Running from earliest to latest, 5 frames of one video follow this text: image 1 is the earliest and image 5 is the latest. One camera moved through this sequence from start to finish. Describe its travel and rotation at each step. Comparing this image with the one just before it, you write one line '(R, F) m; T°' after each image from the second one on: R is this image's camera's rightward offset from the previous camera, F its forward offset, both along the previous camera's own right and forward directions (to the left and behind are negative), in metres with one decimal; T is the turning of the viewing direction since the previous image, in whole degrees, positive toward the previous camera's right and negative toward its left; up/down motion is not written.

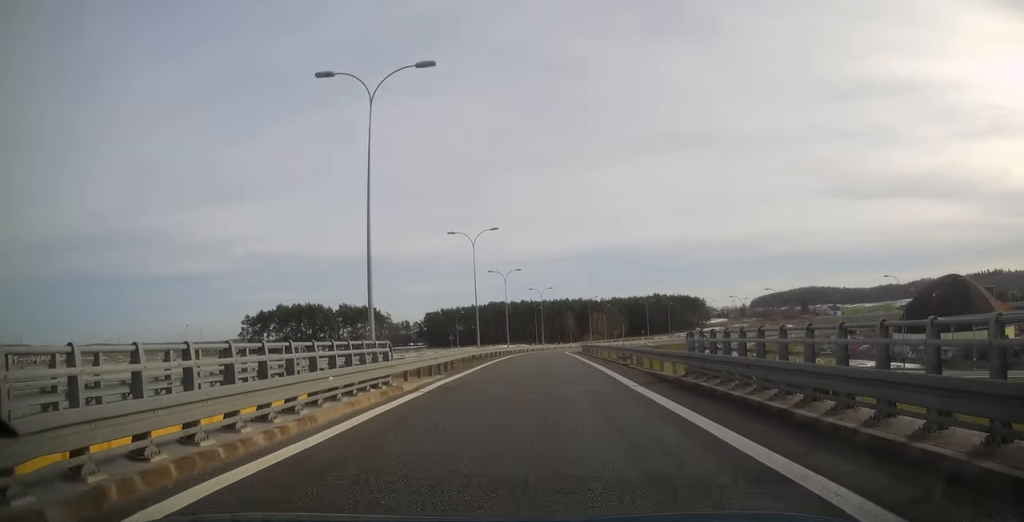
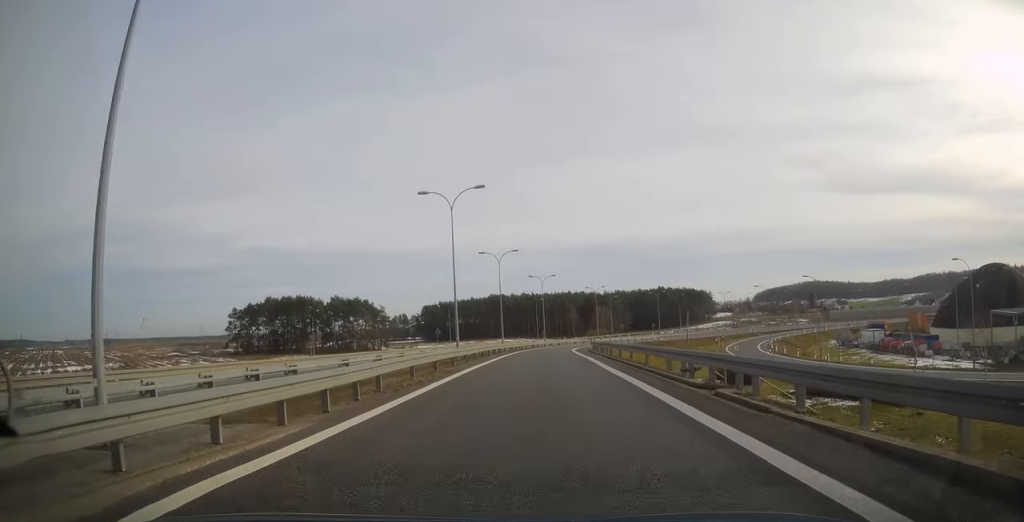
(+0.2, +12.6) m; 0°
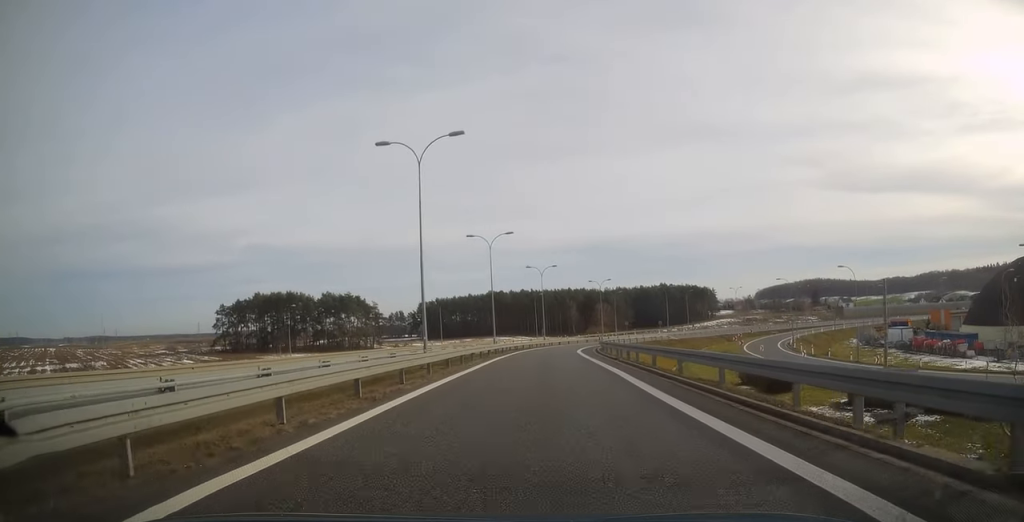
(0.0, +9.7) m; -1°
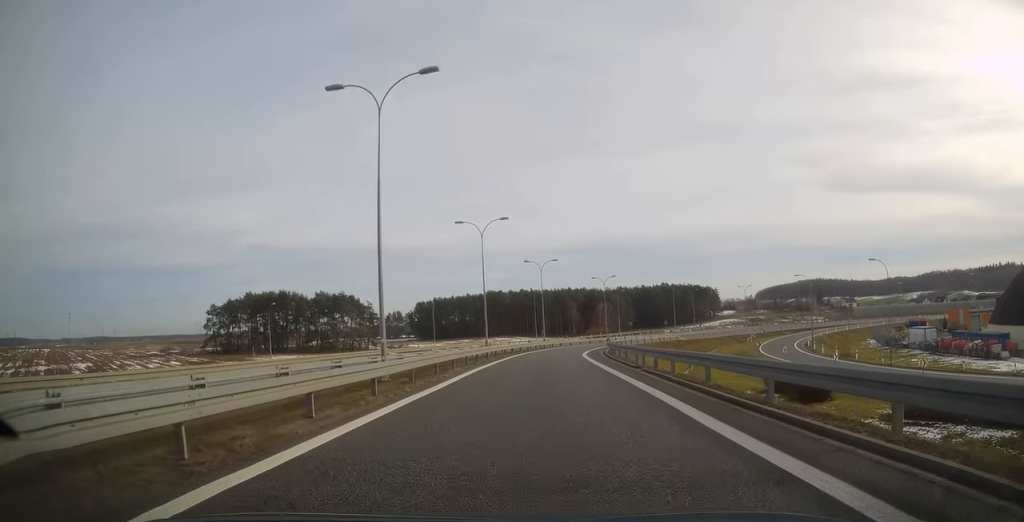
(-0.2, +6.9) m; -1°
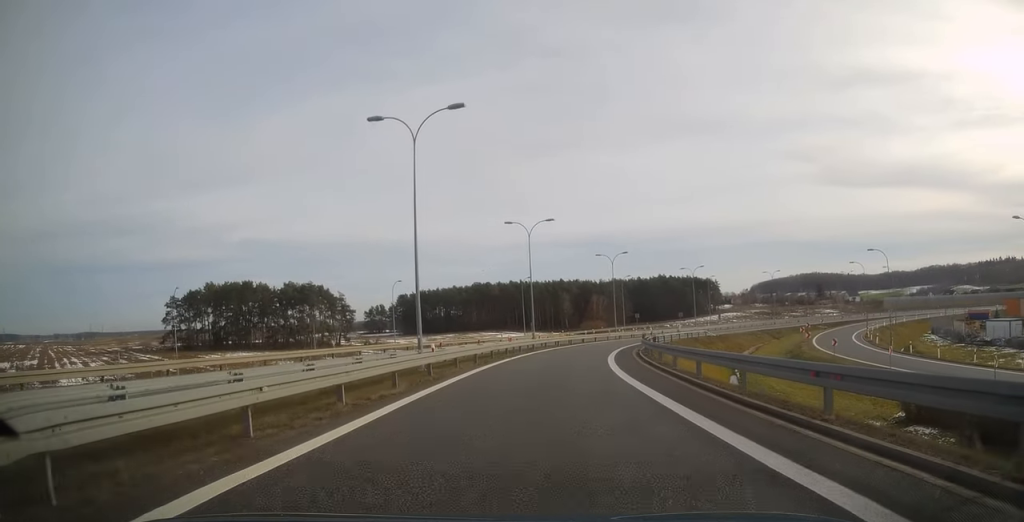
(+0.1, +21.8) m; +2°
